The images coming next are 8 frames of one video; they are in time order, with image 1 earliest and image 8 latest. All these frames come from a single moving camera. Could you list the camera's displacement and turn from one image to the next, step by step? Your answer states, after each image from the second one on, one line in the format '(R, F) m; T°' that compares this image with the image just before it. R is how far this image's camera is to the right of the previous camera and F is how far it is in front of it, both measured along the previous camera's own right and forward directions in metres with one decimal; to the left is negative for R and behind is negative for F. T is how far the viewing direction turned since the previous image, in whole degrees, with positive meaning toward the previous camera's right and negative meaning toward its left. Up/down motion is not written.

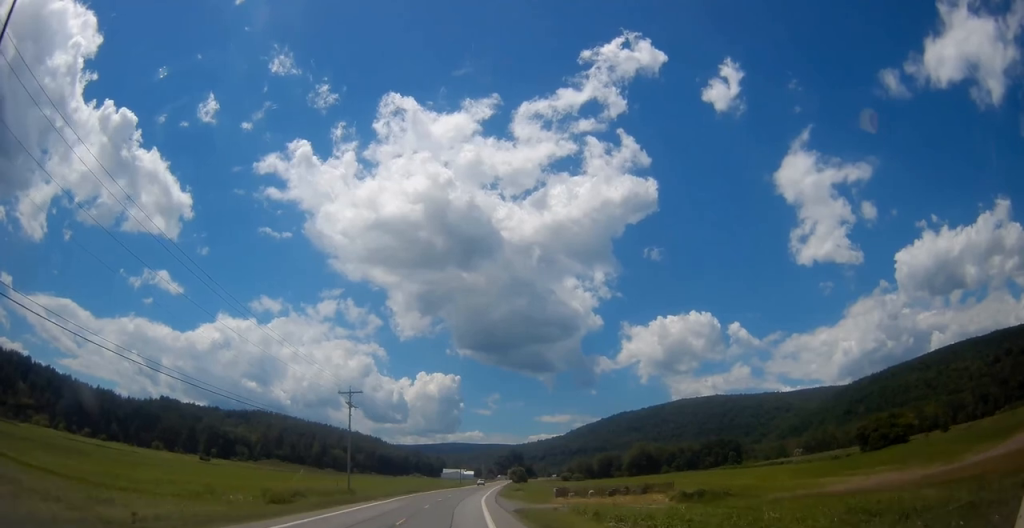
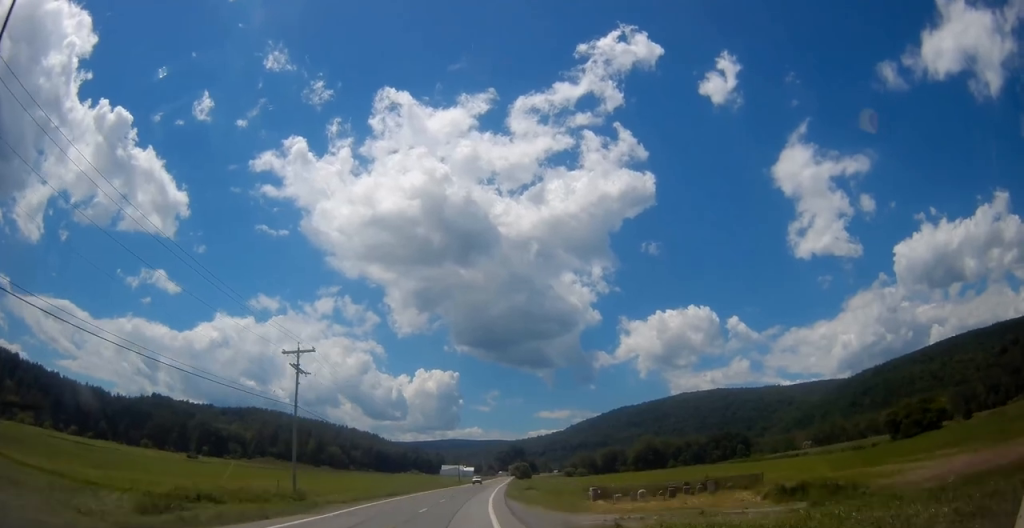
(+0.1, +17.0) m; 0°
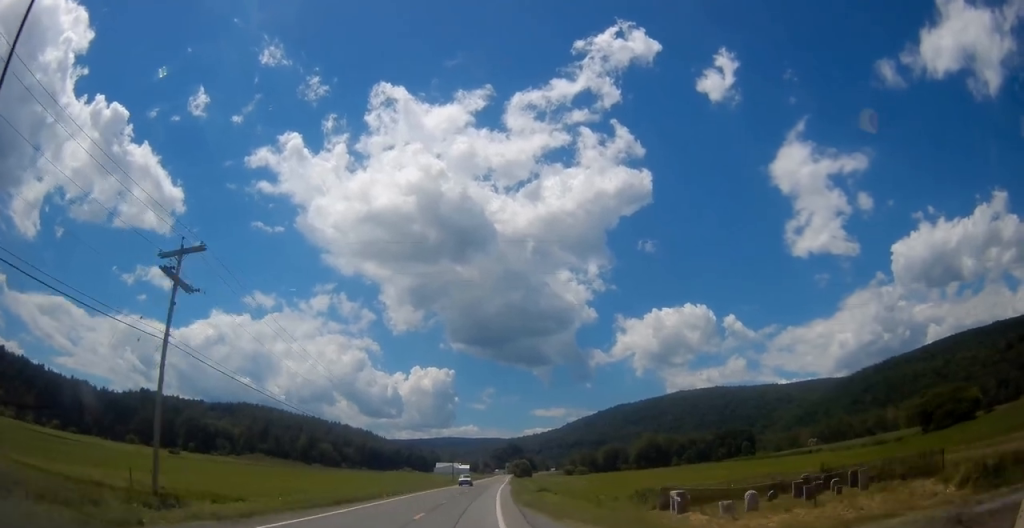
(0.0, +17.0) m; 0°
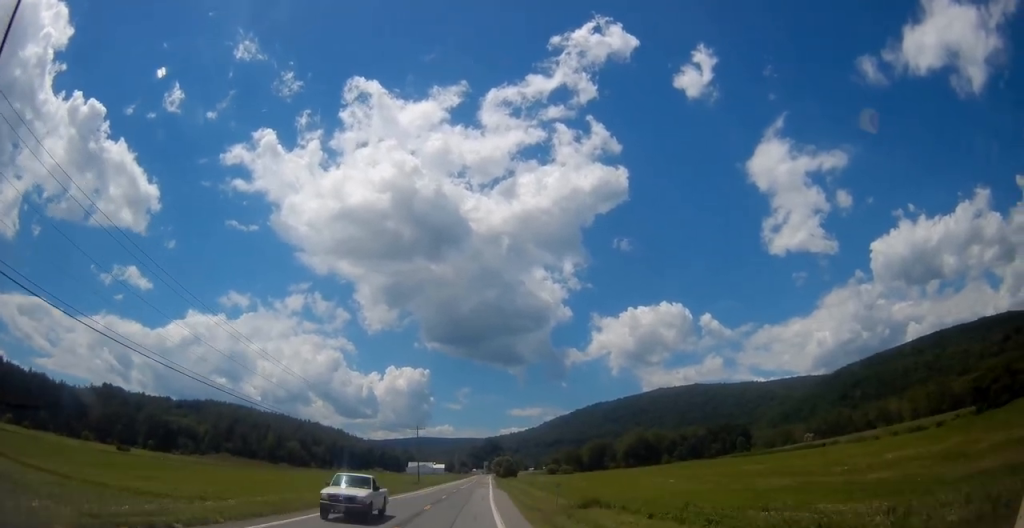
(+0.5, +31.6) m; +2°
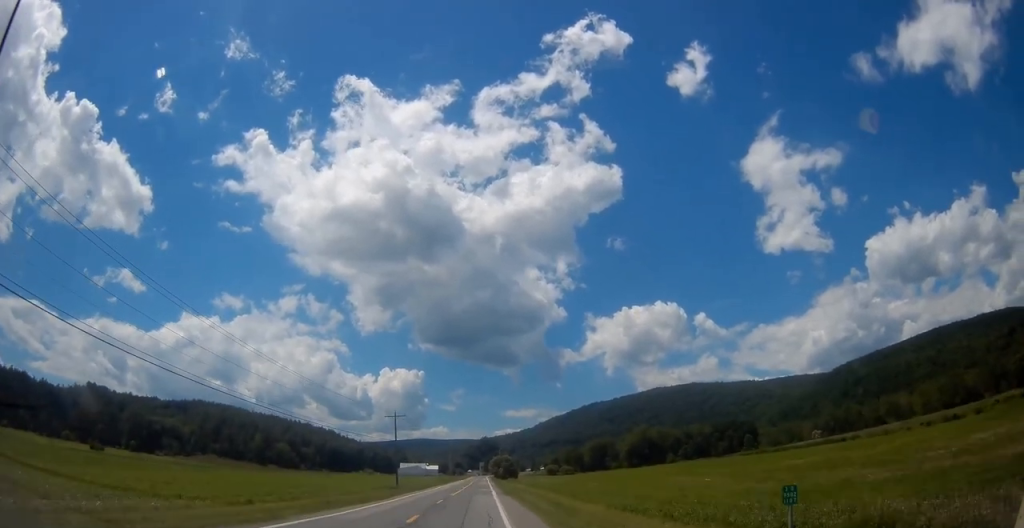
(+0.3, +20.3) m; +1°
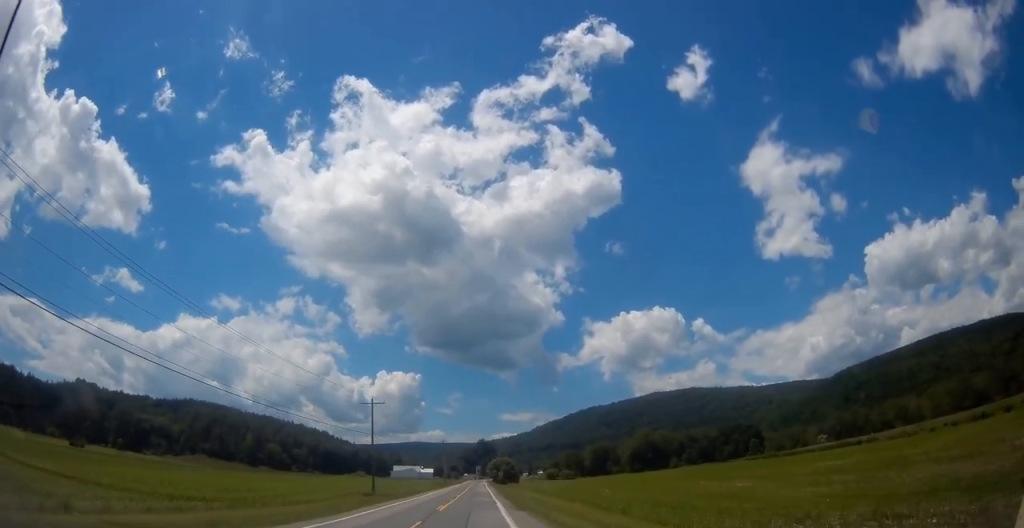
(-0.2, +13.9) m; 0°
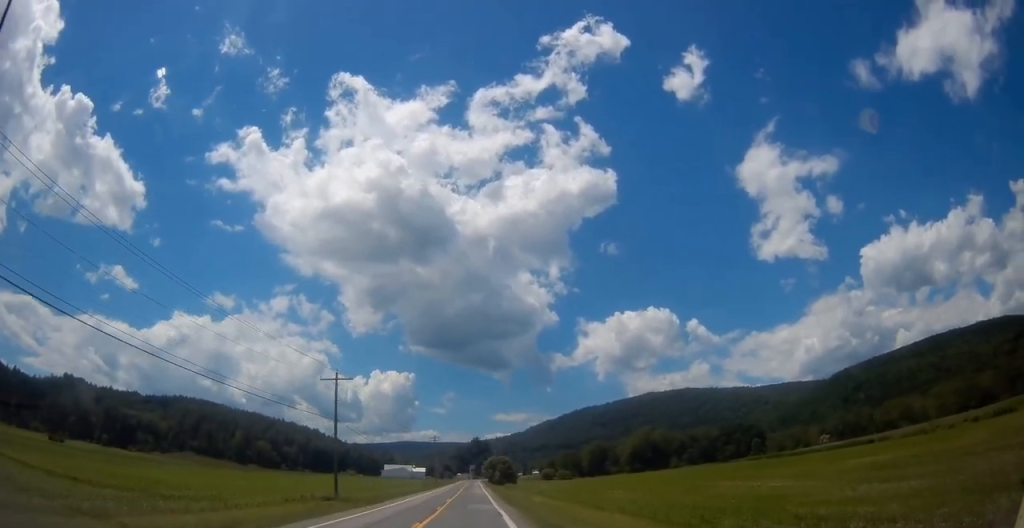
(+0.2, +12.3) m; 0°
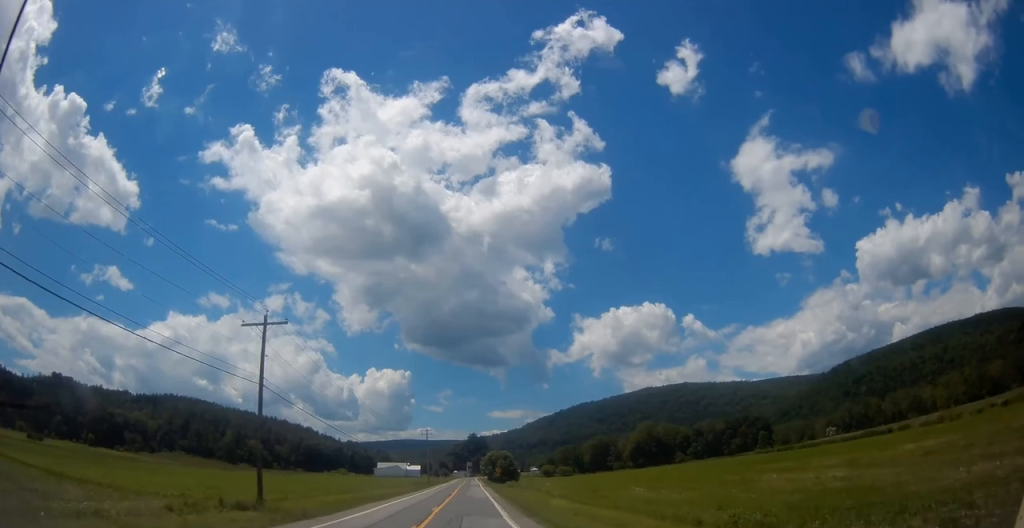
(+0.2, +14.0) m; +1°
